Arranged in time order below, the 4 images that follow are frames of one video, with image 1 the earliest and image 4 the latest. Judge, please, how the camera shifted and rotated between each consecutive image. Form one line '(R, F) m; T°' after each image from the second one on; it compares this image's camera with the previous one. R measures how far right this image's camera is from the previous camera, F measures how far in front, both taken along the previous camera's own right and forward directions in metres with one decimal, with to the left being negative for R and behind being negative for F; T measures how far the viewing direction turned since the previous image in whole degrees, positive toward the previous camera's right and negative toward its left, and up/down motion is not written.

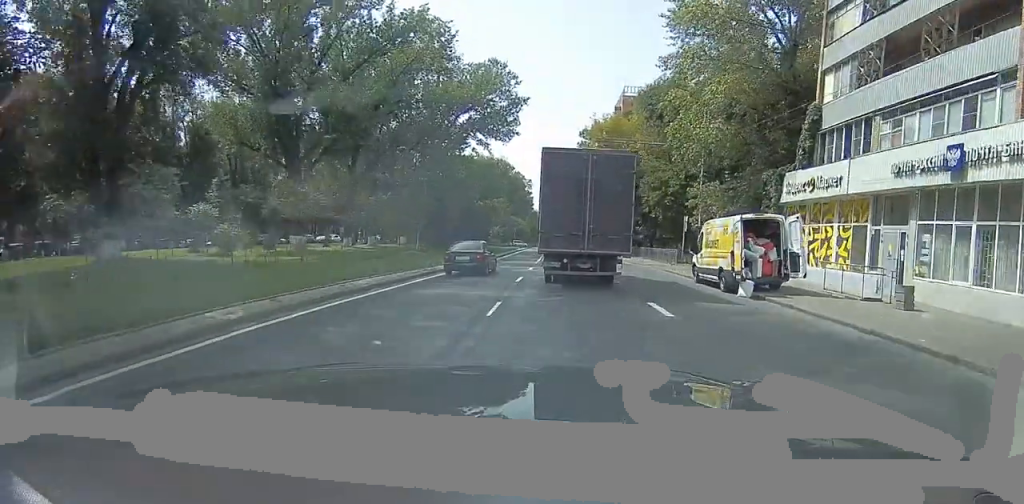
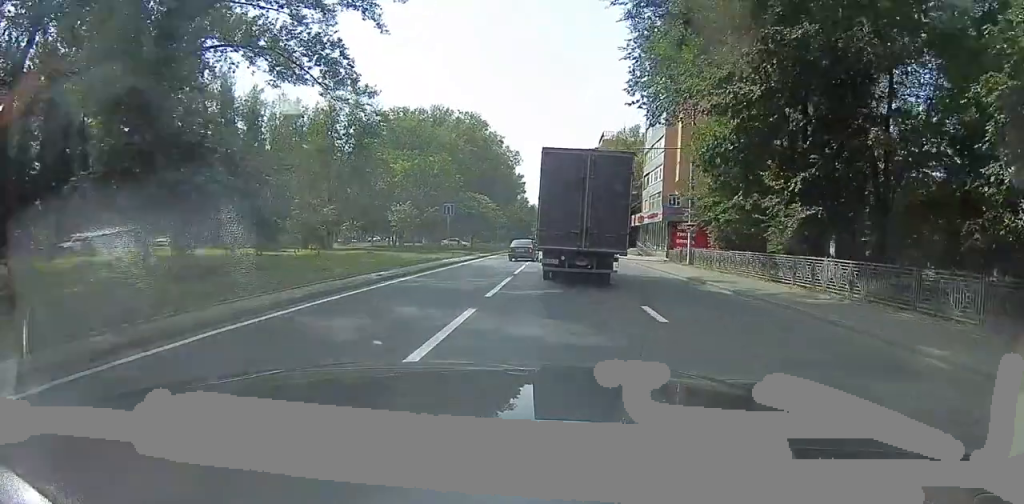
(+3.2, +48.2) m; -2°
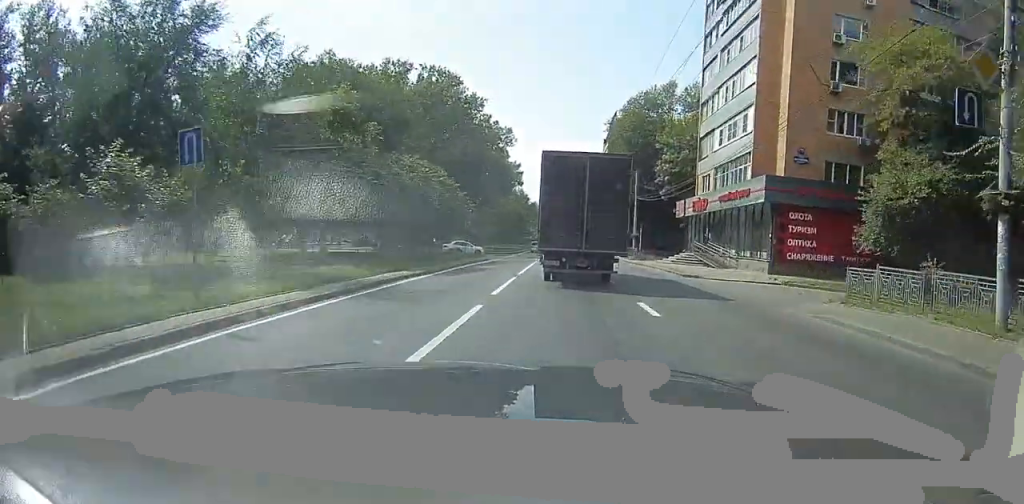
(-0.1, +23.6) m; 0°
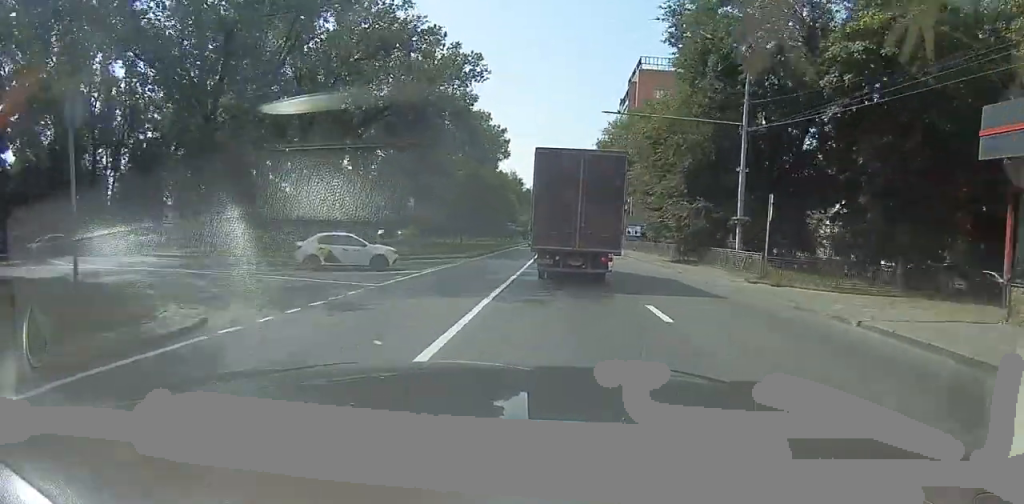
(0.0, +32.7) m; 0°
